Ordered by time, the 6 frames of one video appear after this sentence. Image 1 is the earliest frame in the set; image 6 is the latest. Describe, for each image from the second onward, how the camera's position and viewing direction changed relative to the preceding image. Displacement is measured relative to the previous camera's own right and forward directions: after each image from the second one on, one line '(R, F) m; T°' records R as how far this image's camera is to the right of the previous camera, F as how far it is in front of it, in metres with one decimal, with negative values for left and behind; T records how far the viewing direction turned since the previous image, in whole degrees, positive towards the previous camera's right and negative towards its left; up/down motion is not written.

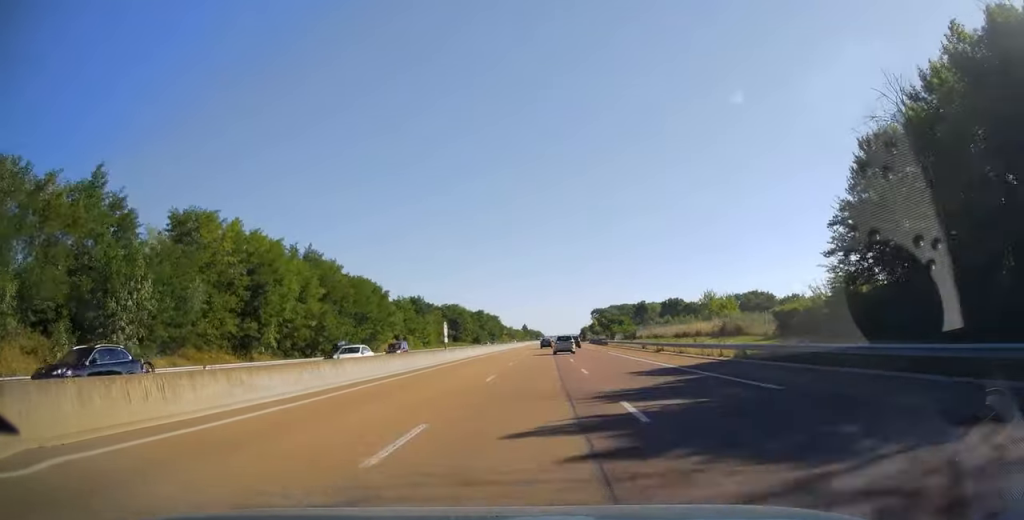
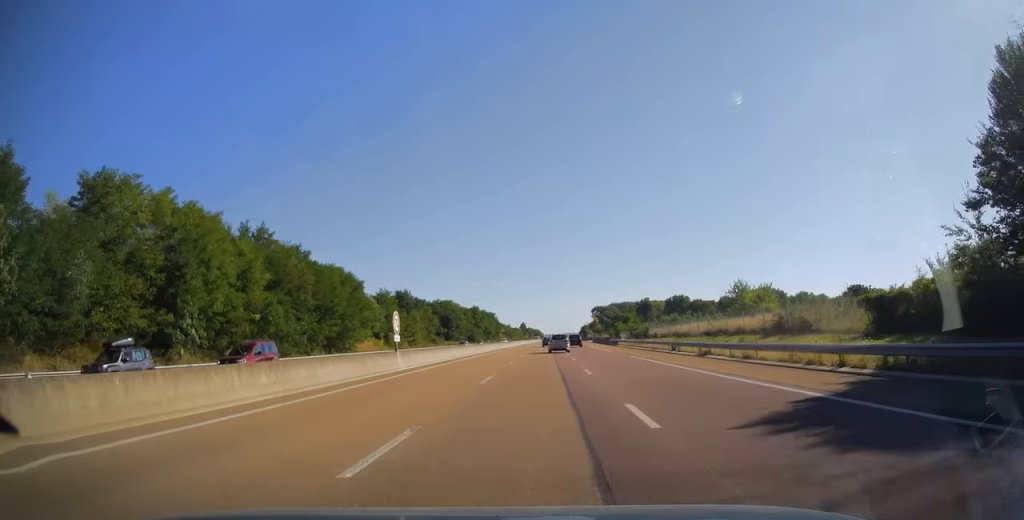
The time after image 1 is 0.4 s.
(-0.1, +13.8) m; 0°
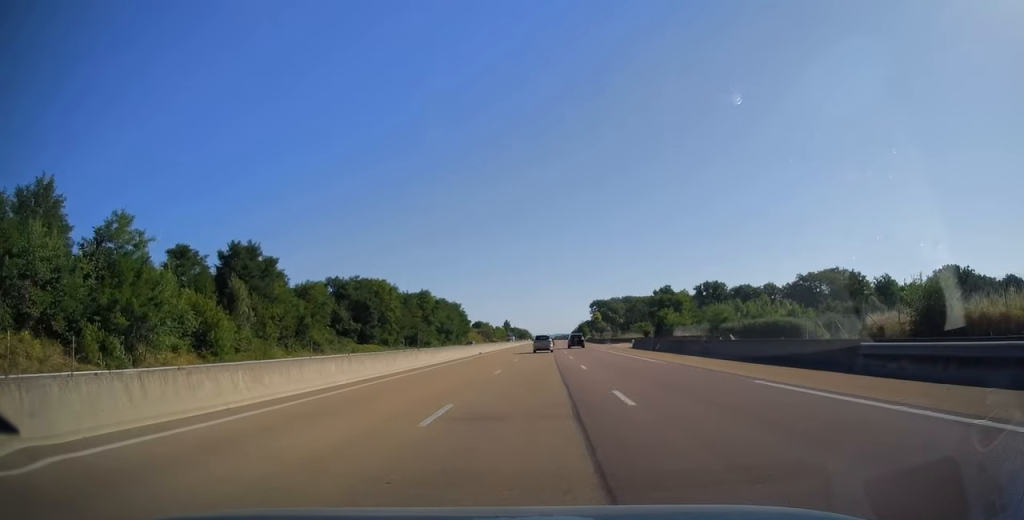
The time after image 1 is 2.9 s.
(+0.8, +74.8) m; +2°
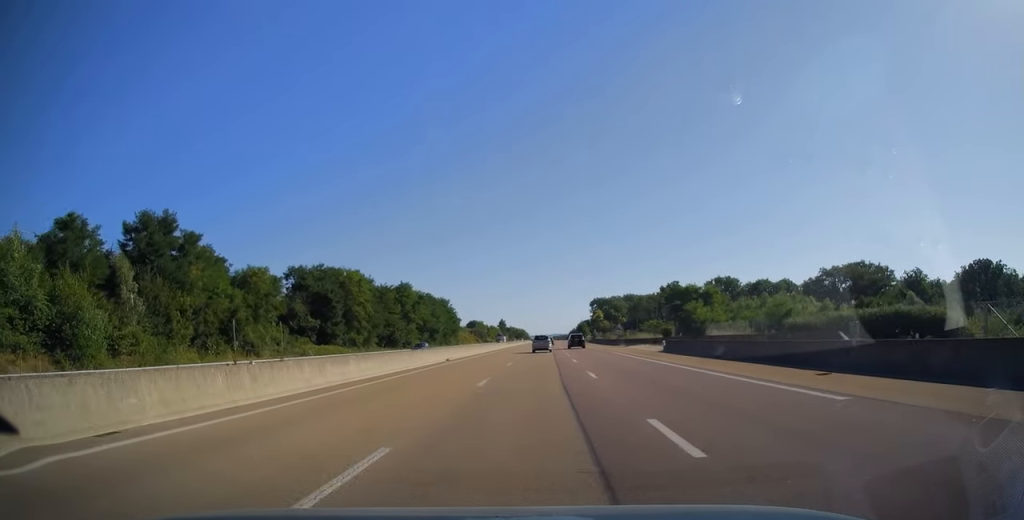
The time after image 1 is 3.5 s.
(+0.2, +17.9) m; 0°
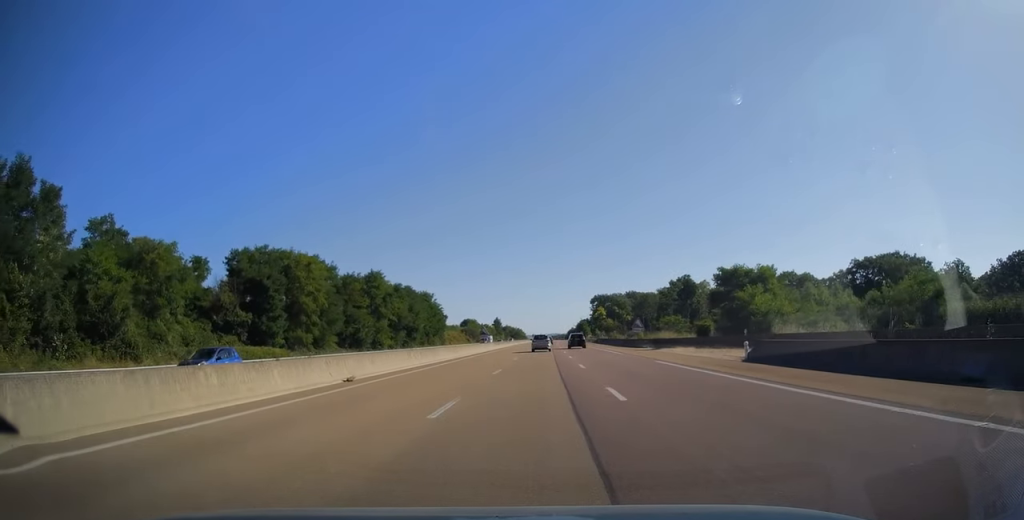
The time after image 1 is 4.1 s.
(+0.1, +20.0) m; 0°
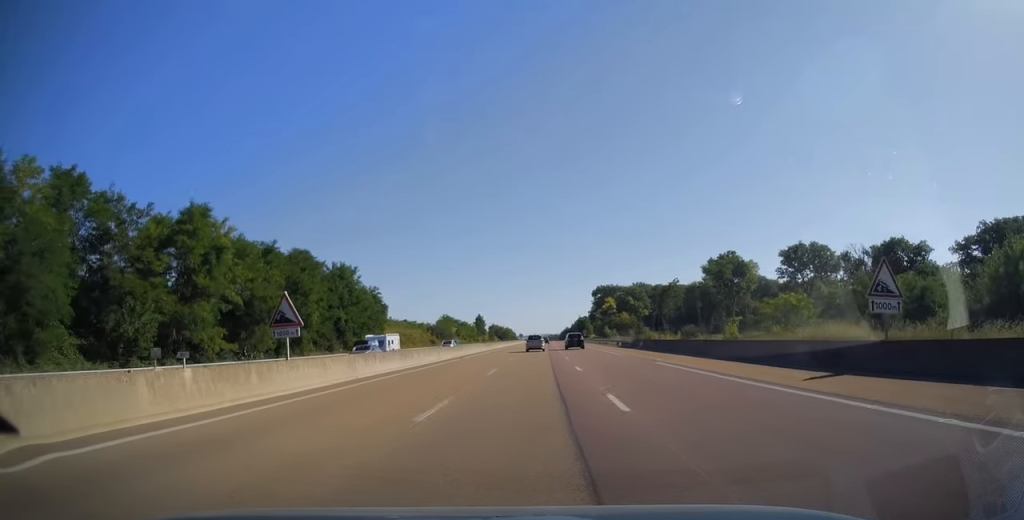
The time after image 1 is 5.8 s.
(-0.1, +53.4) m; +1°
